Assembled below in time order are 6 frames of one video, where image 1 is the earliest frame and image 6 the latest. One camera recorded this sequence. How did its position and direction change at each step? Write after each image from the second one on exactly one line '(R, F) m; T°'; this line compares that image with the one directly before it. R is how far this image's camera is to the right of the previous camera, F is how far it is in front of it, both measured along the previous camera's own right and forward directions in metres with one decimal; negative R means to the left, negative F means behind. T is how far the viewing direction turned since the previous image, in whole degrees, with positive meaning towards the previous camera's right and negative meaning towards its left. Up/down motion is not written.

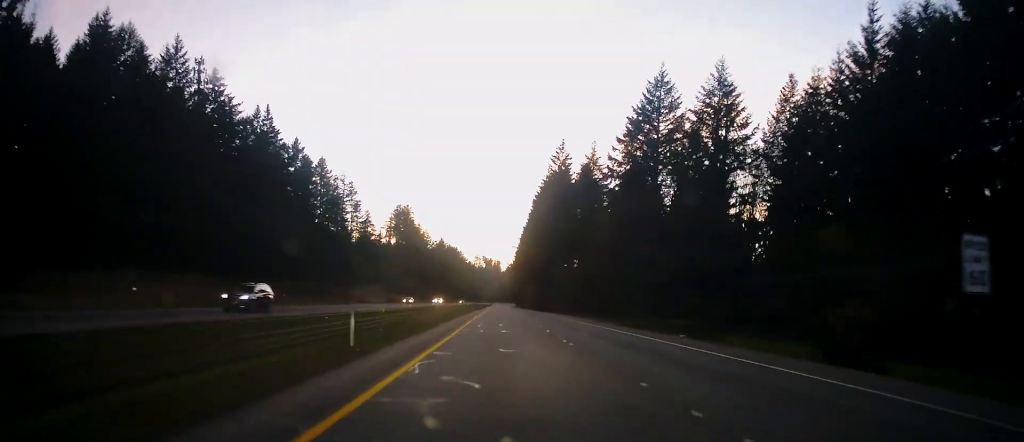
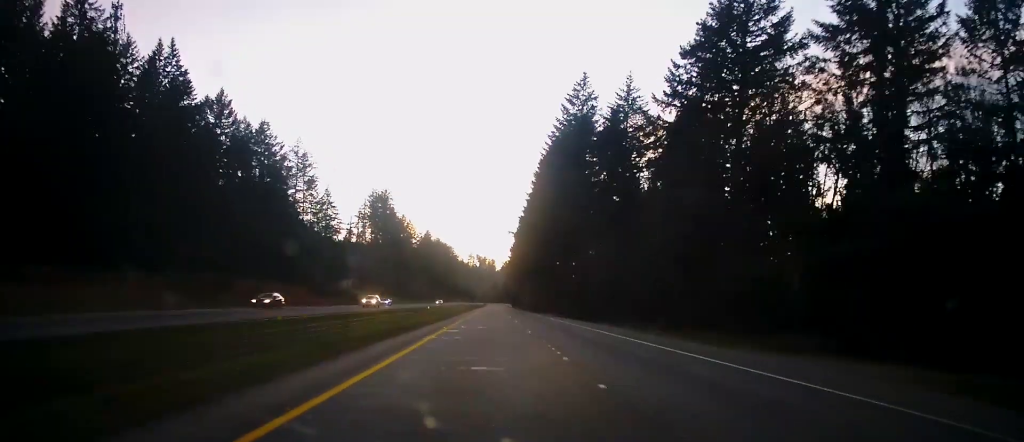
(+0.5, +40.8) m; +1°
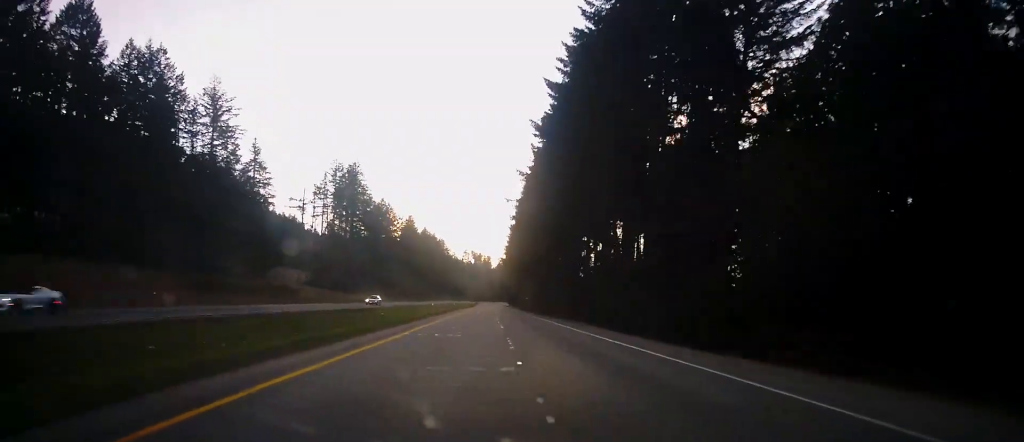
(+0.1, +46.9) m; 0°
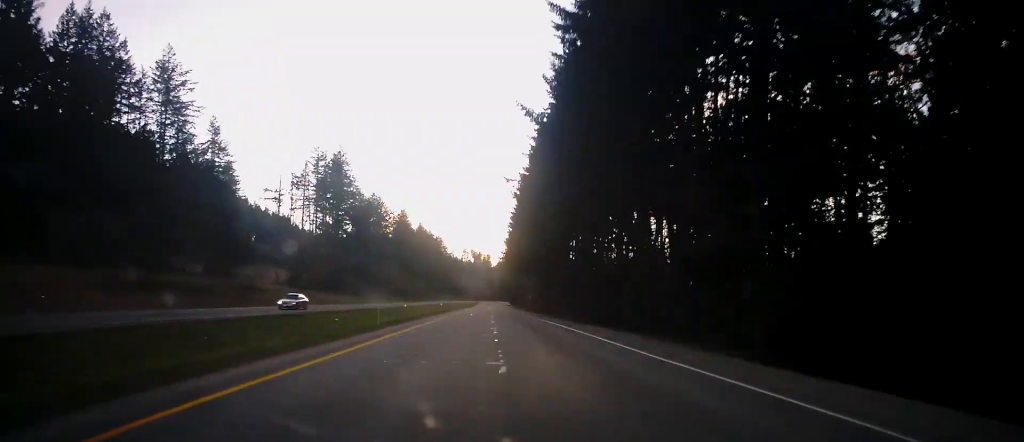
(0.0, +17.6) m; 0°
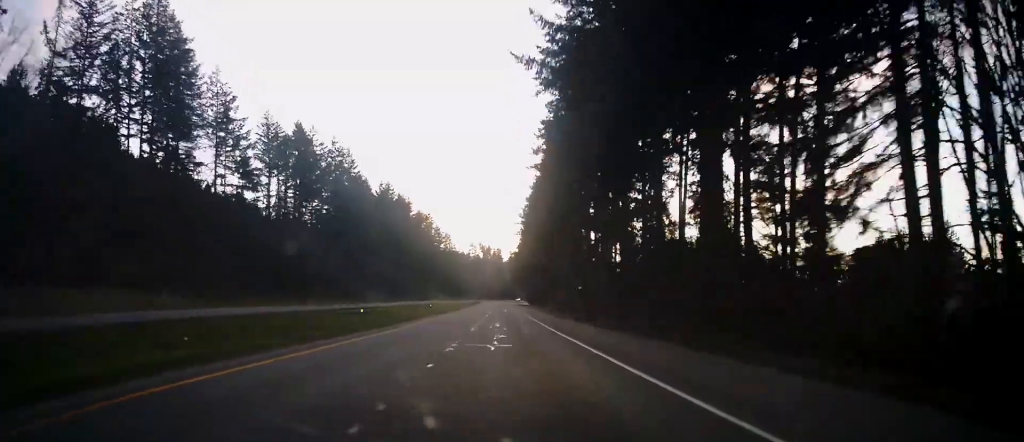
(0.0, +106.6) m; 0°
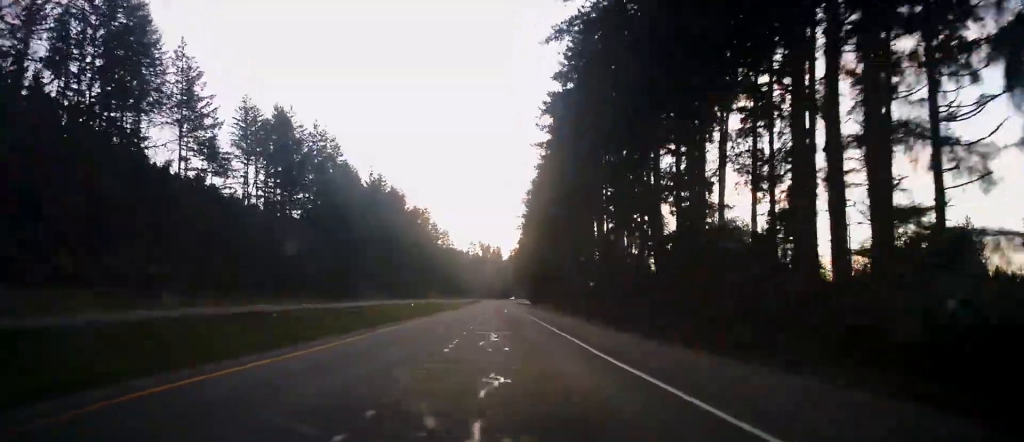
(0.0, +12.5) m; 0°
